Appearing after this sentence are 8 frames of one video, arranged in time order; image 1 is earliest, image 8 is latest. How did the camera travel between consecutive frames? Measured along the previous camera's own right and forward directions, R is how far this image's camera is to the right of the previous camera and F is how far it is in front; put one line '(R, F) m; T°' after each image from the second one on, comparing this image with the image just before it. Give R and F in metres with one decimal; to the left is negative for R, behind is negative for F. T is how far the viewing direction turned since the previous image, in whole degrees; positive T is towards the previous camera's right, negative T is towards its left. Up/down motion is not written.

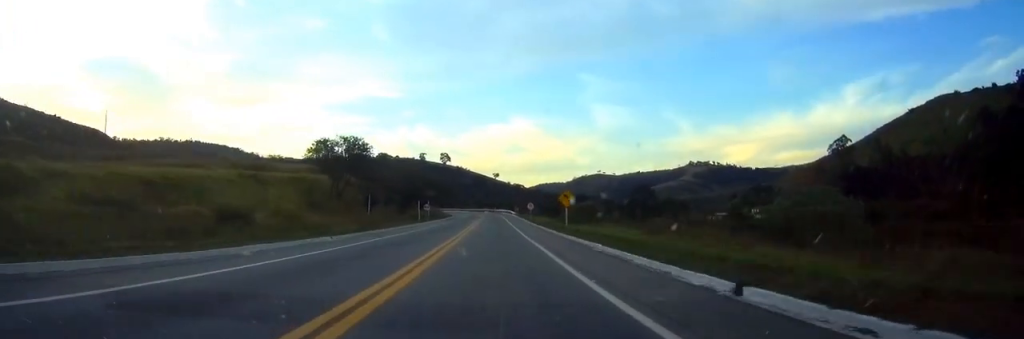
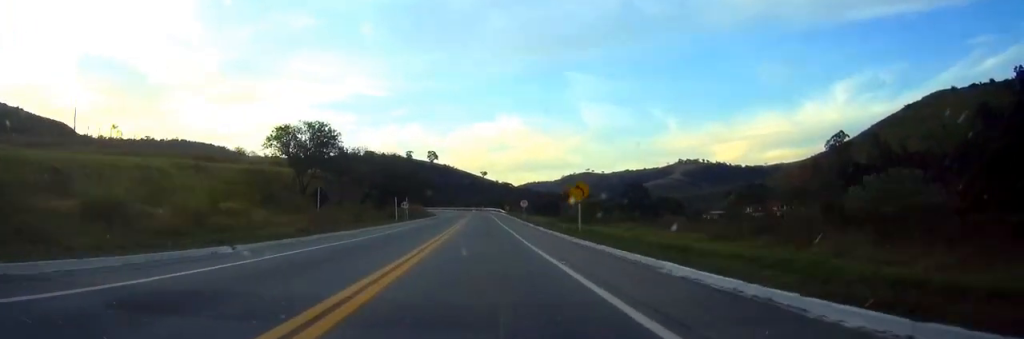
(+0.1, +12.2) m; 0°
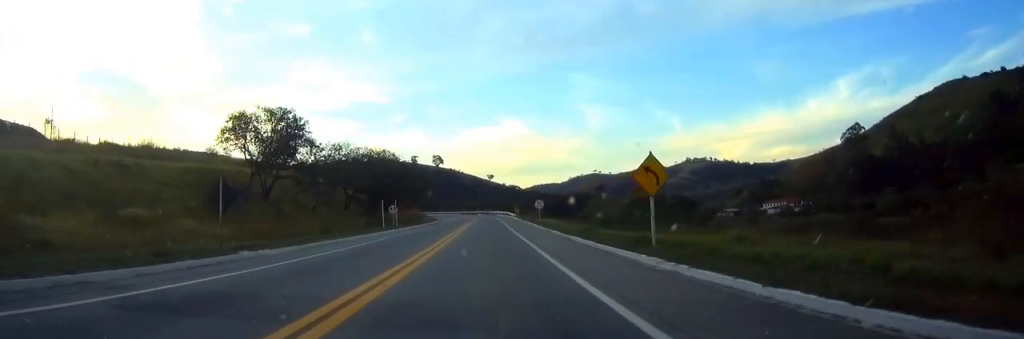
(0.0, +15.0) m; 0°
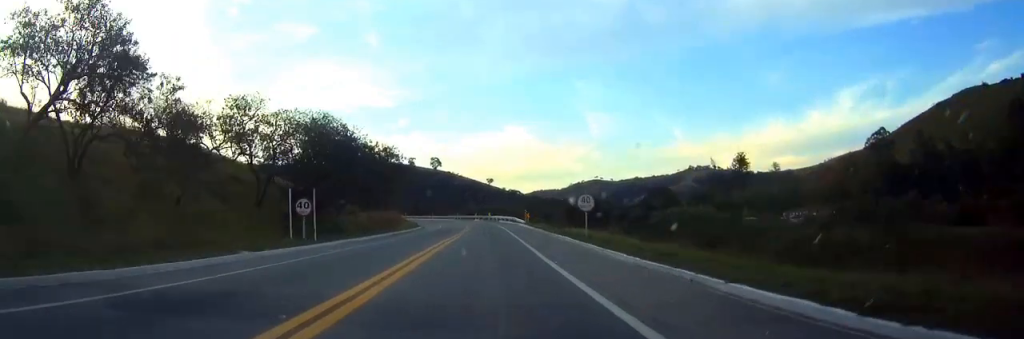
(0.0, +31.7) m; 0°
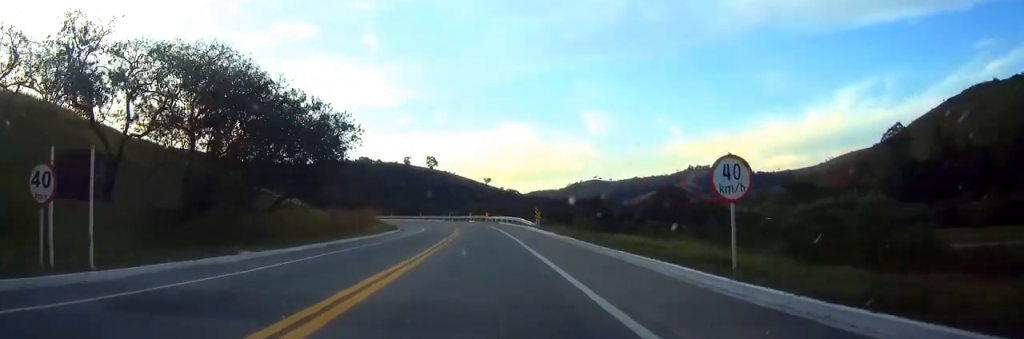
(0.0, +21.4) m; 0°
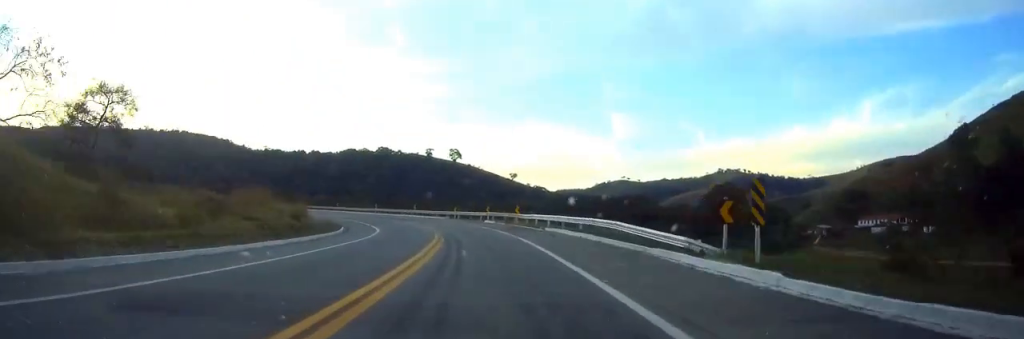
(-0.6, +45.2) m; -3°
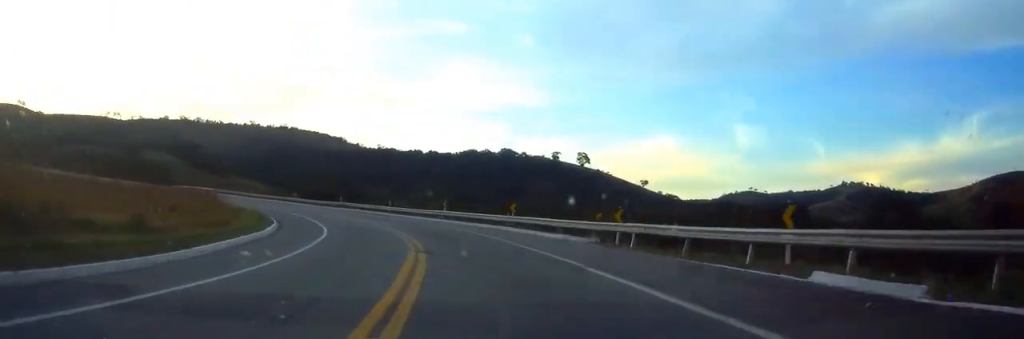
(-4.0, +49.0) m; -12°
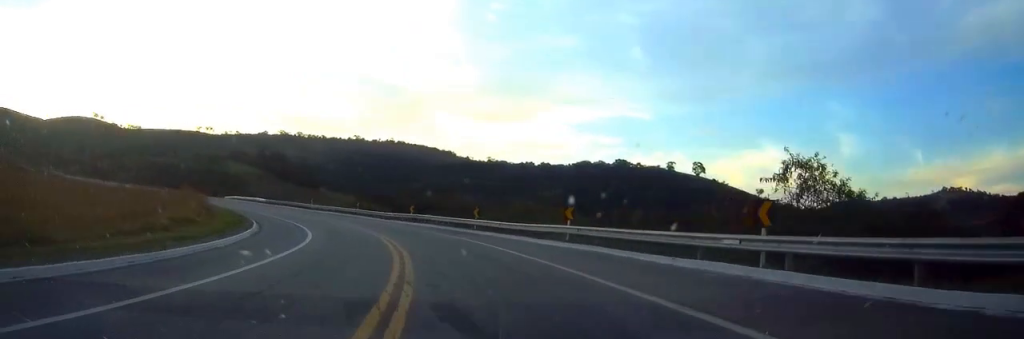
(-1.9, +25.4) m; -10°
